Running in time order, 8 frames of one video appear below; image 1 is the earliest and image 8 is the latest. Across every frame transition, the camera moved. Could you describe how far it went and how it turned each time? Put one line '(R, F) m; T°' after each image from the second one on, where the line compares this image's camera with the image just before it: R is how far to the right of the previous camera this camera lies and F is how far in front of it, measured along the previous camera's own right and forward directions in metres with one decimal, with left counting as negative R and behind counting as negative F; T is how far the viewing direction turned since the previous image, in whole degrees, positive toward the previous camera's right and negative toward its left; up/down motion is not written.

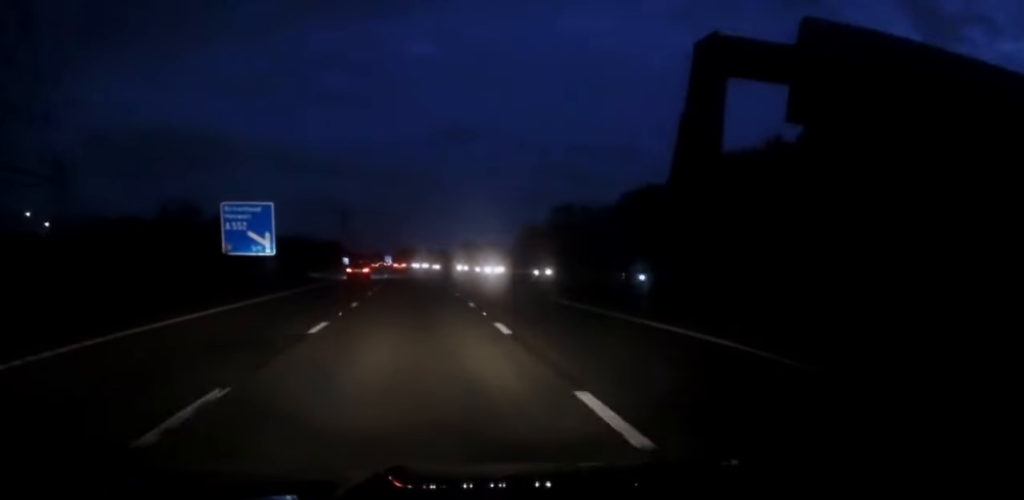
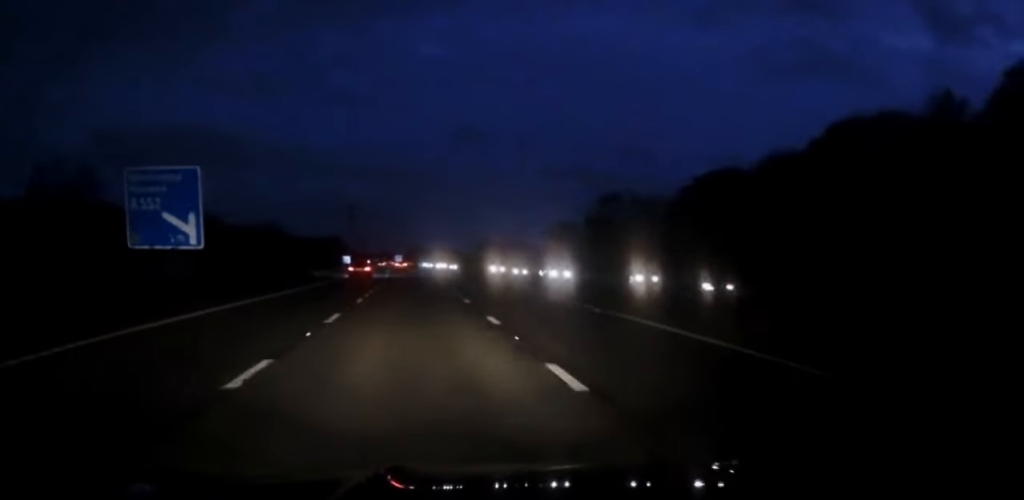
(-0.3, +24.9) m; -1°
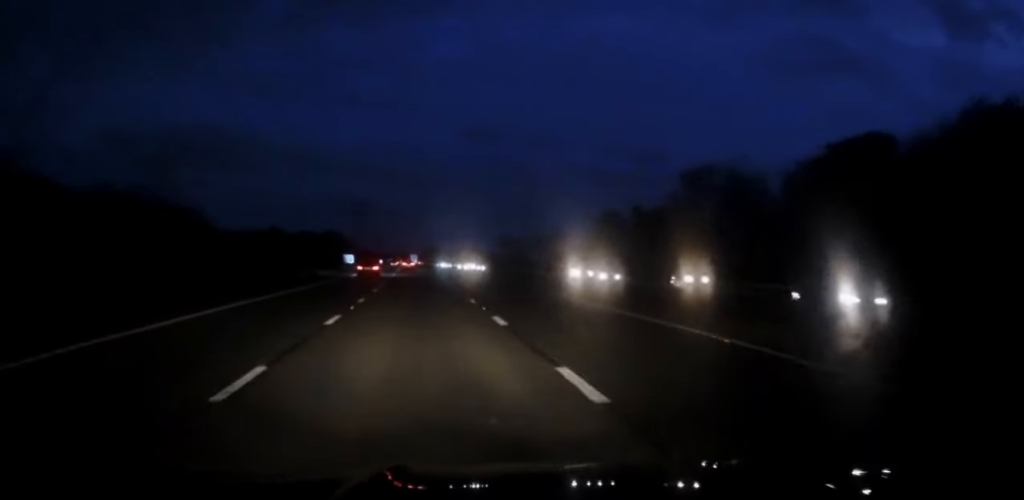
(-0.2, +27.4) m; -2°
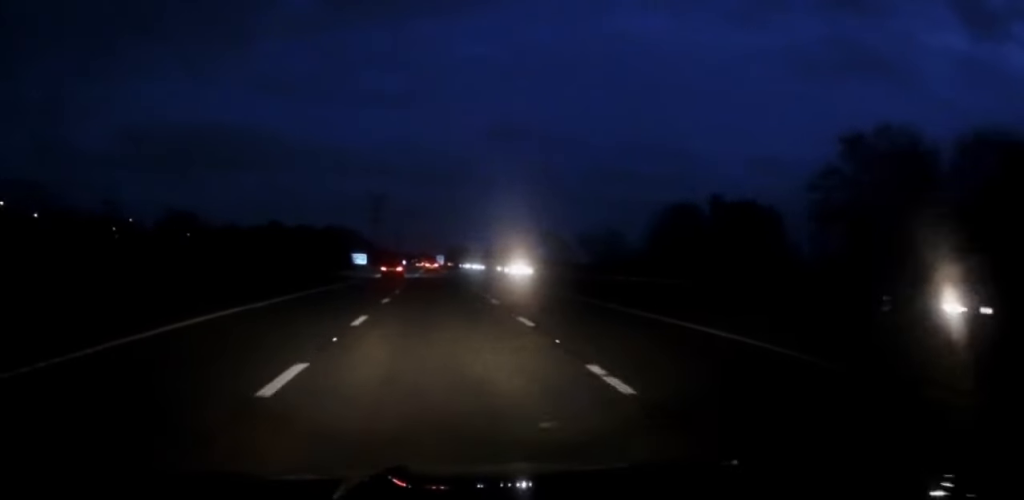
(-0.7, +27.6) m; -1°
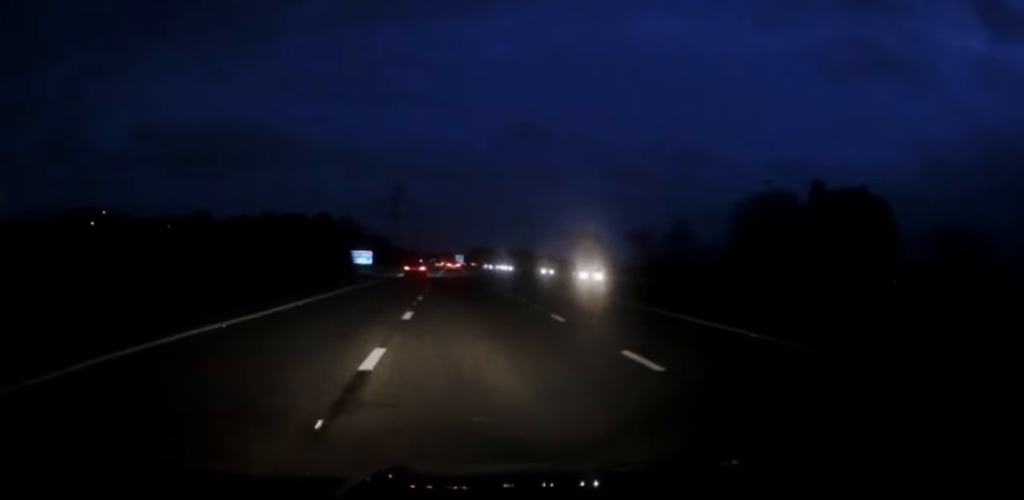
(-0.1, +24.5) m; -1°
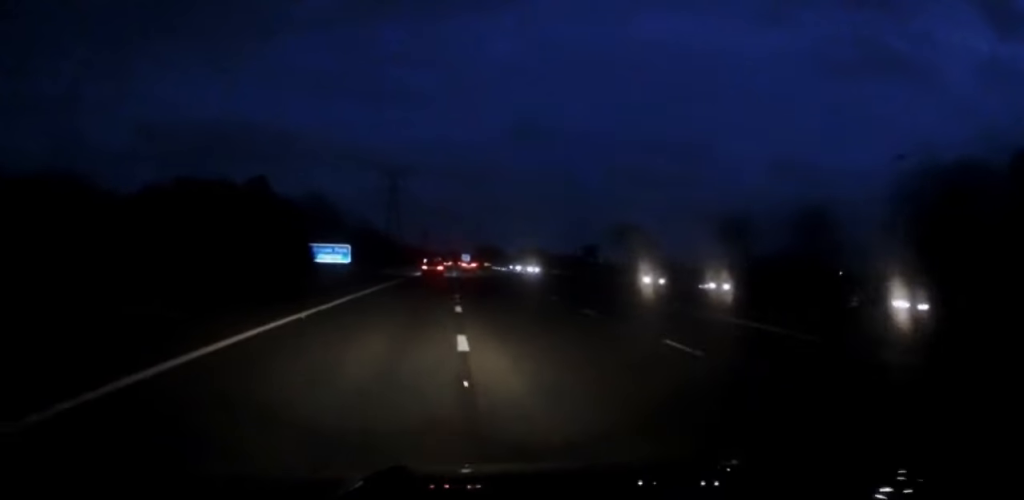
(-0.3, +33.7) m; 0°
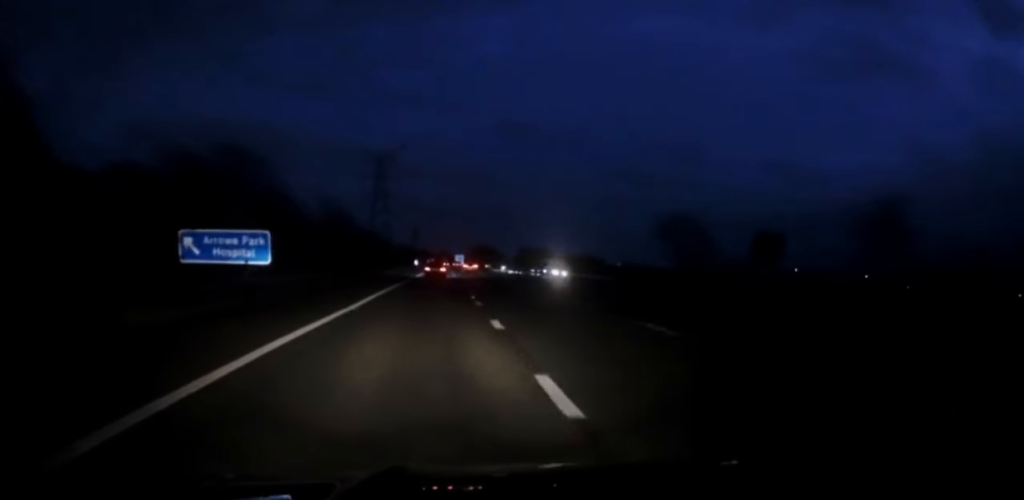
(+0.3, +31.5) m; +1°
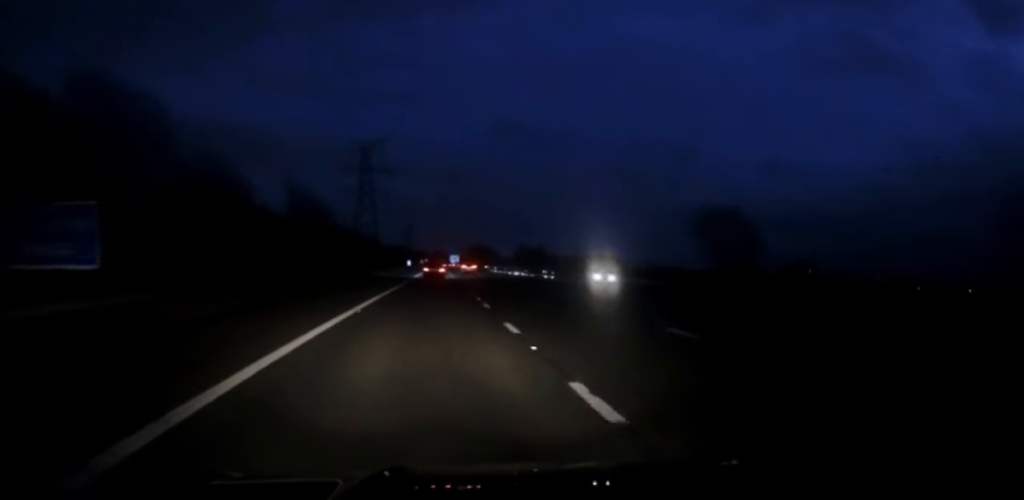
(+0.1, +18.3) m; 0°
